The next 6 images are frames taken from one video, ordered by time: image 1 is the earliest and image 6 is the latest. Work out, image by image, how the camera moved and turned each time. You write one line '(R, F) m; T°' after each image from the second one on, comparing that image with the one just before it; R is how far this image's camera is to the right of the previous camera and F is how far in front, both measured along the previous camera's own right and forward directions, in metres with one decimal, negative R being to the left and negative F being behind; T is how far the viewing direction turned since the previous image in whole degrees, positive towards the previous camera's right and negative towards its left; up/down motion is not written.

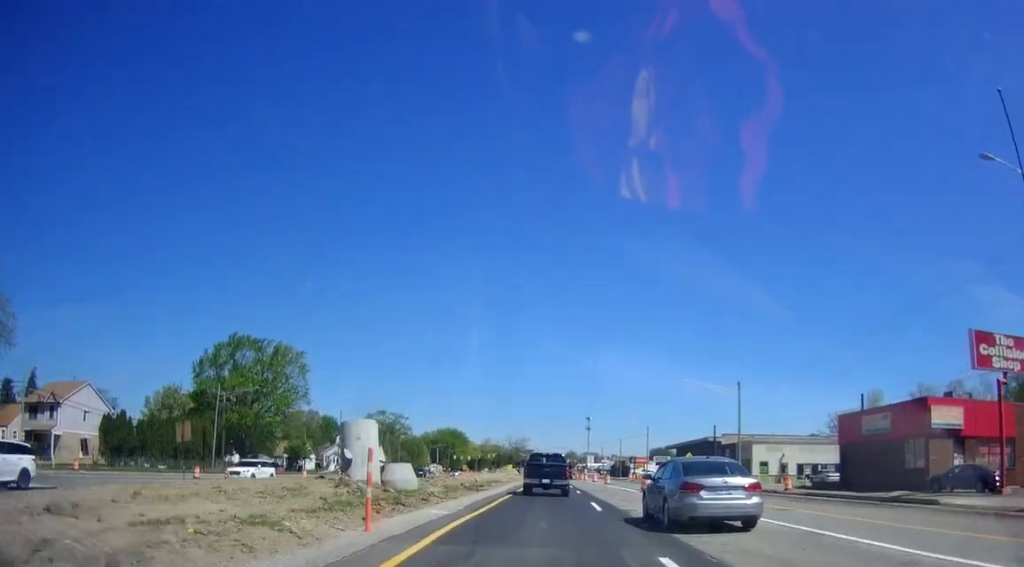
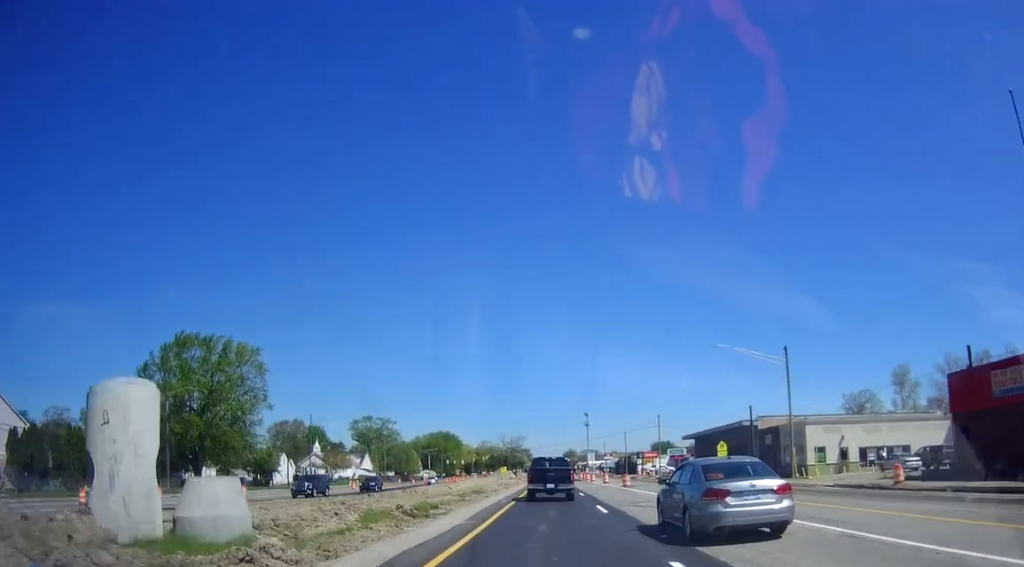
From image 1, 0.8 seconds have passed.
(+0.3, +15.2) m; 0°
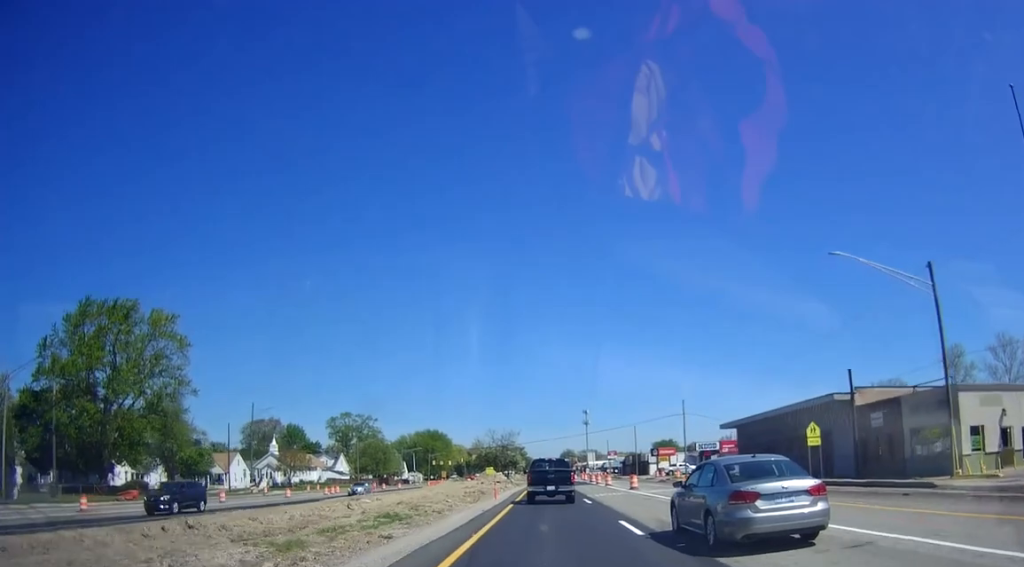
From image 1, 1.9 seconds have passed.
(-0.4, +22.6) m; -1°
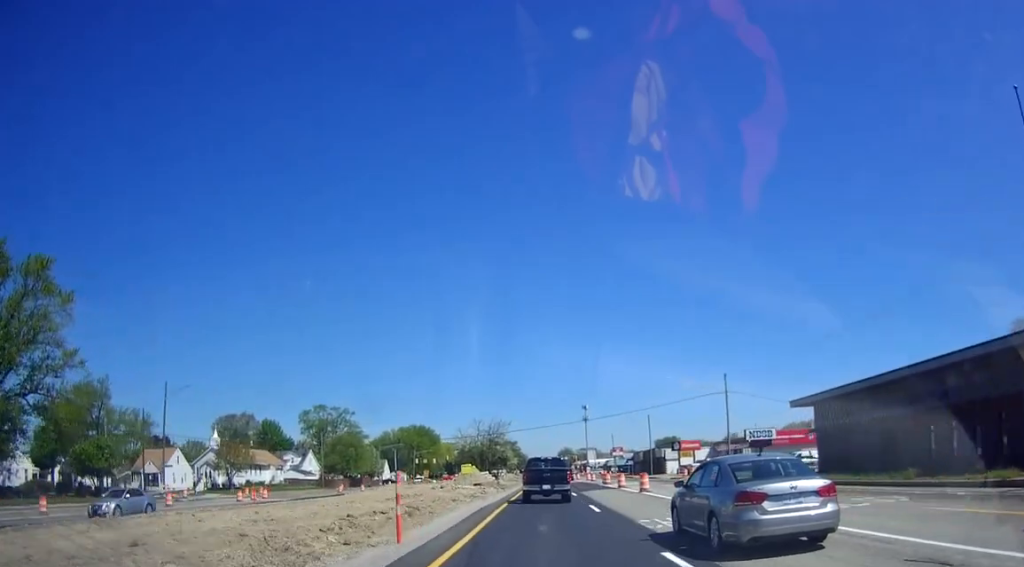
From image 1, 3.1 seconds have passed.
(+0.2, +22.6) m; +1°
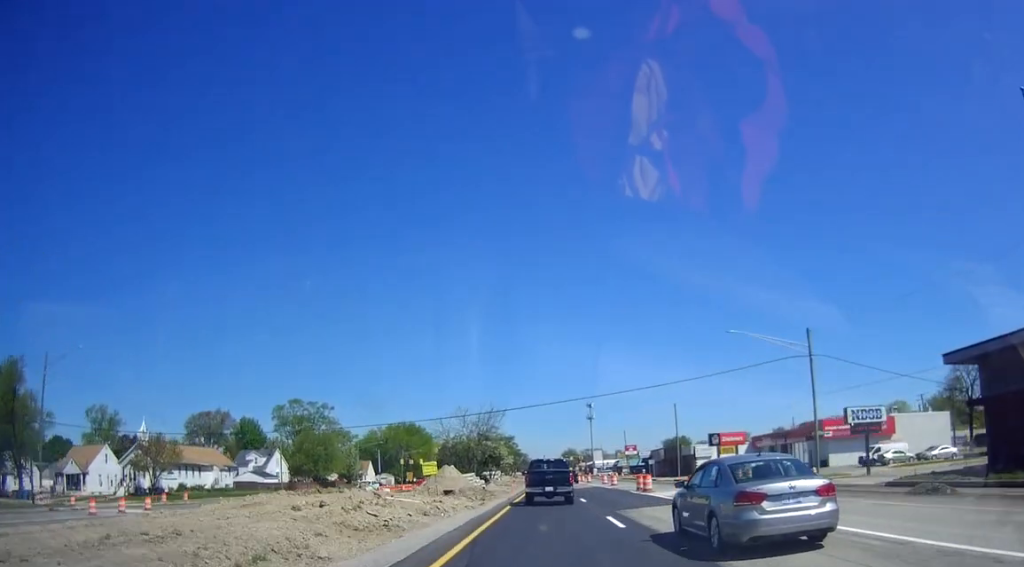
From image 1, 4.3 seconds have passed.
(-0.1, +21.5) m; -1°
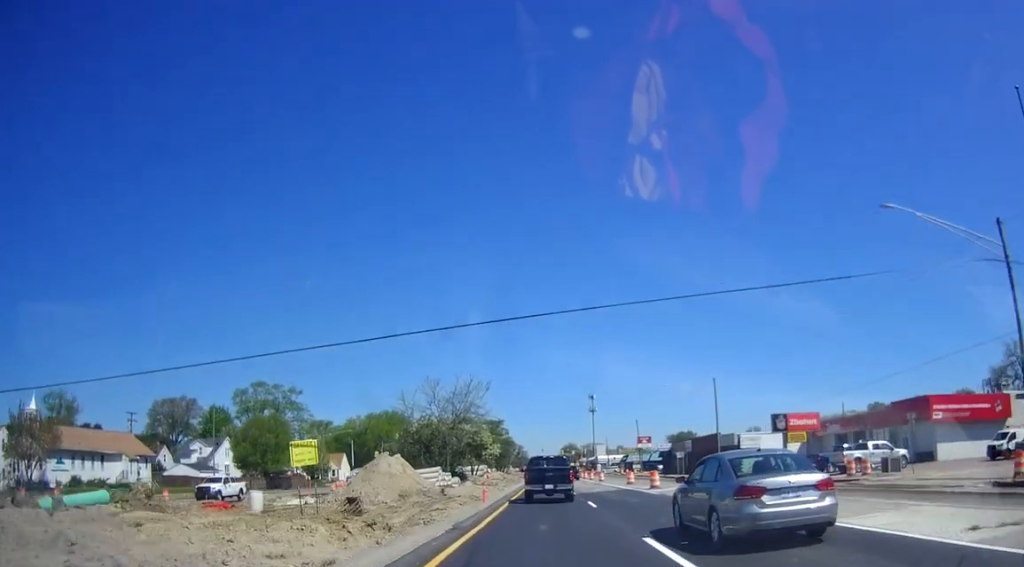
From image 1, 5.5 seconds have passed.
(+0.1, +22.3) m; +2°
